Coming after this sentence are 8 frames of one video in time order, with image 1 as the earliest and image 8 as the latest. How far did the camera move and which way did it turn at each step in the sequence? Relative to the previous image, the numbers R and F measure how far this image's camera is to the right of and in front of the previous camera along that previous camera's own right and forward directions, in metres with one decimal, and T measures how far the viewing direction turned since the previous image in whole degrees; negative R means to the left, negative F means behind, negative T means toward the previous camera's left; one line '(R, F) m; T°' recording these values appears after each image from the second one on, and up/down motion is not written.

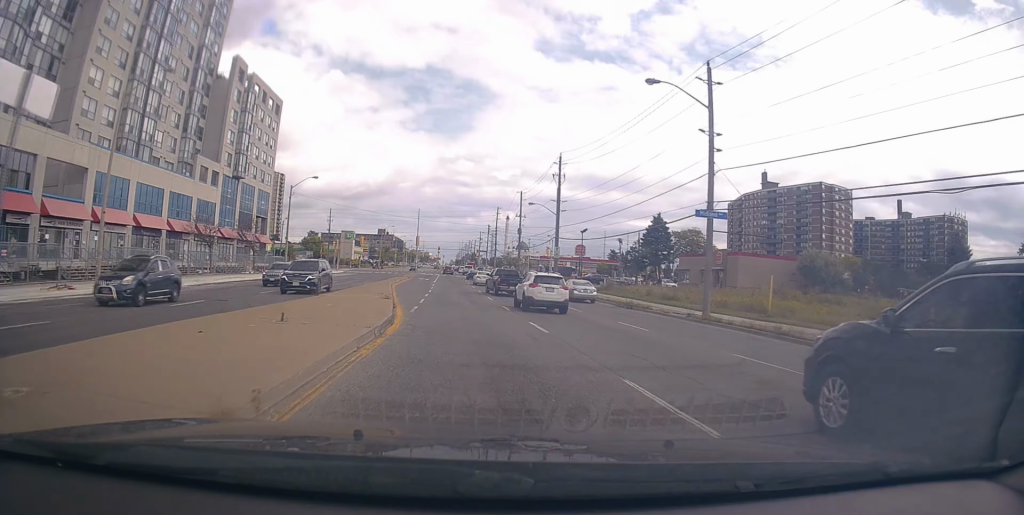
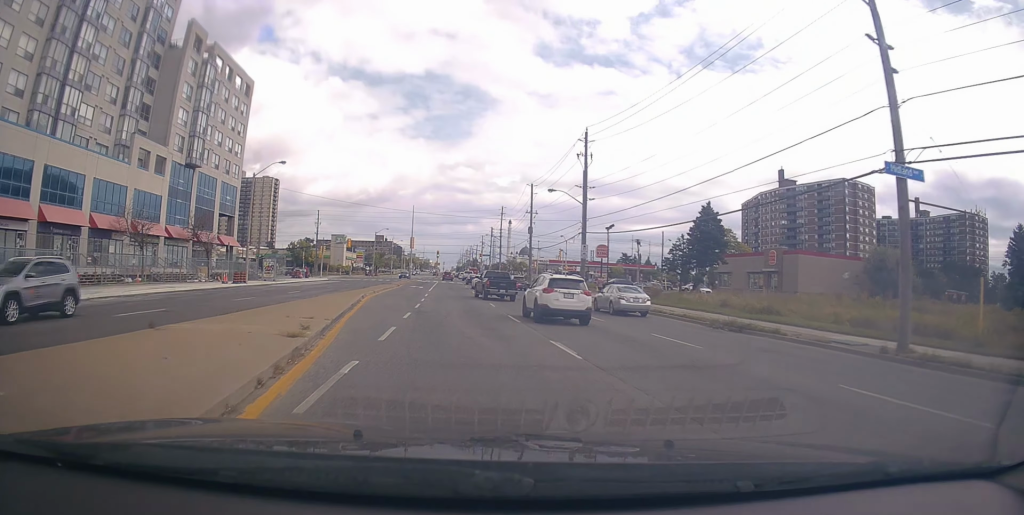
(-0.1, +13.0) m; -1°
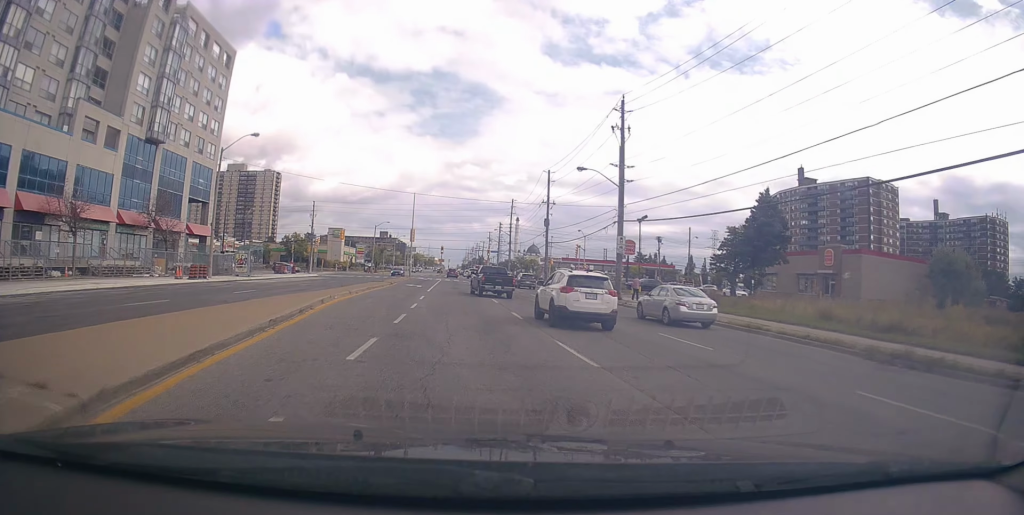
(-0.1, +9.4) m; 0°
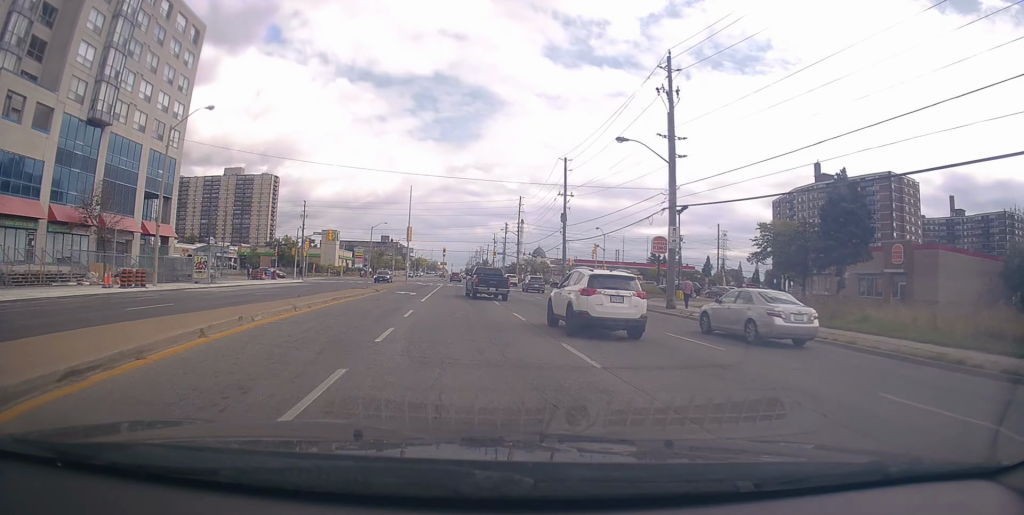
(0.0, +9.4) m; 0°
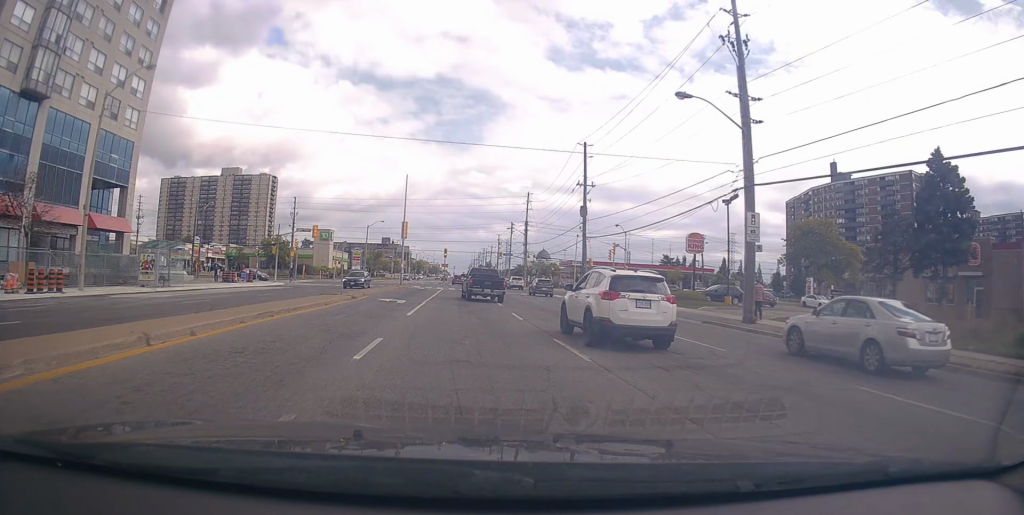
(+0.2, +8.5) m; -1°
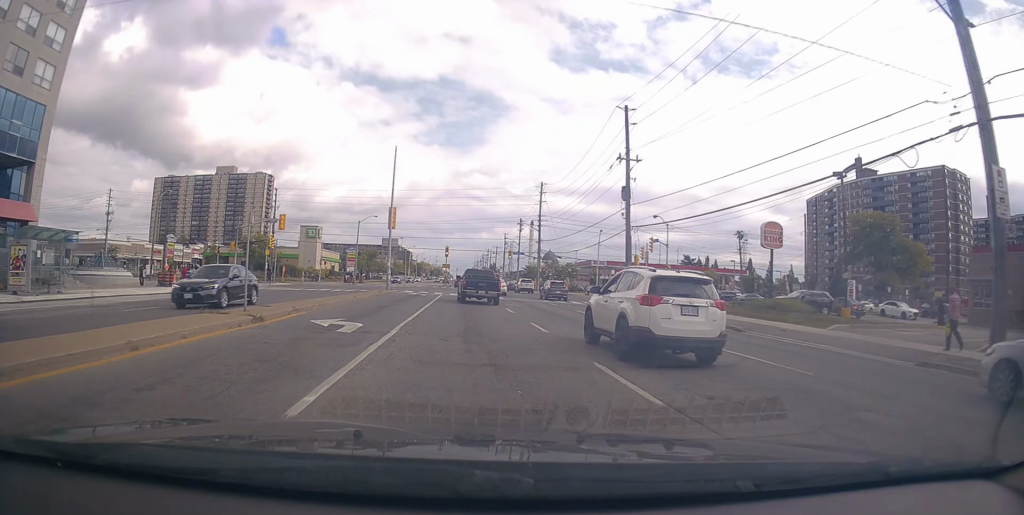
(-0.5, +12.9) m; -3°
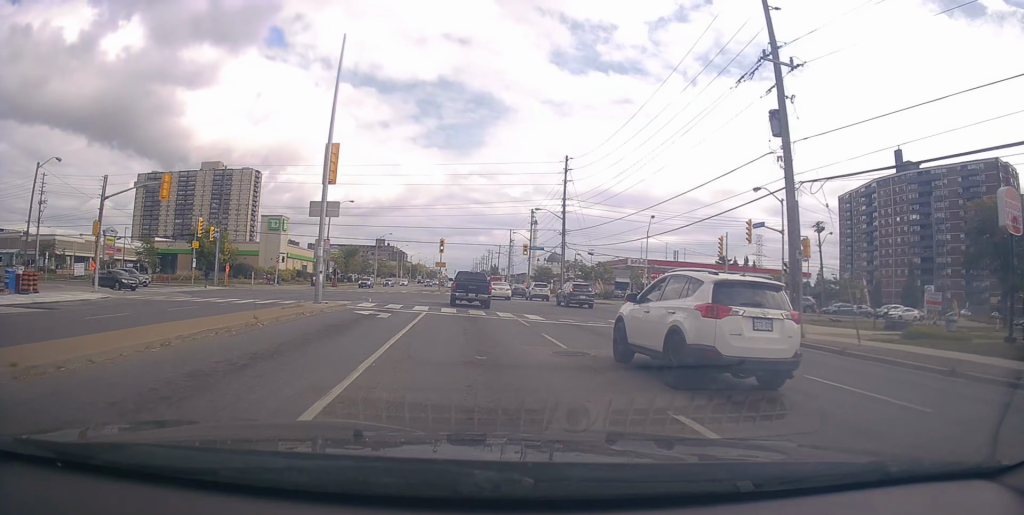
(+0.3, +21.2) m; +4°
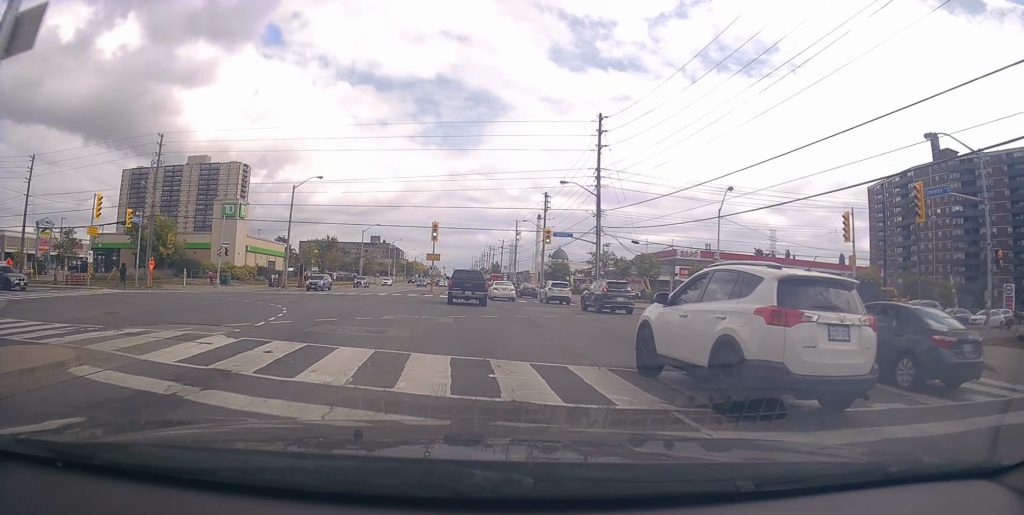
(+0.9, +17.1) m; +2°
